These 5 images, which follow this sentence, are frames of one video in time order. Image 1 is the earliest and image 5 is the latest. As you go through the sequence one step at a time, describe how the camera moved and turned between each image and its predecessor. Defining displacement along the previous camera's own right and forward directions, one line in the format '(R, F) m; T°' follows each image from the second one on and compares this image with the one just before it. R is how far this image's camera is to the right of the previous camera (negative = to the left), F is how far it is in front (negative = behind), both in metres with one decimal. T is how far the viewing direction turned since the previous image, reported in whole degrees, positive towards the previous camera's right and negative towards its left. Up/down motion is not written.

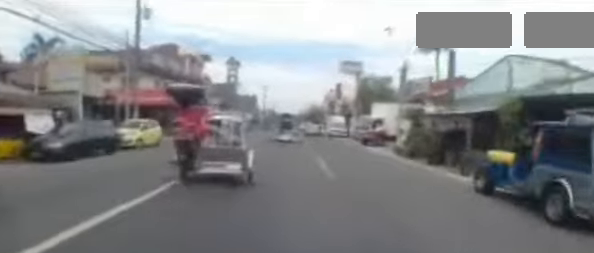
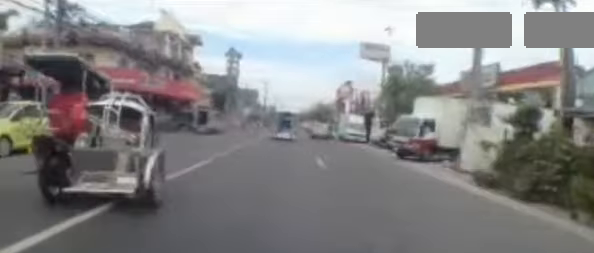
(0.0, +8.2) m; 0°
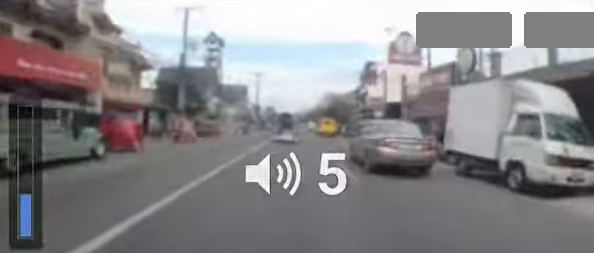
(+0.7, +21.0) m; +3°
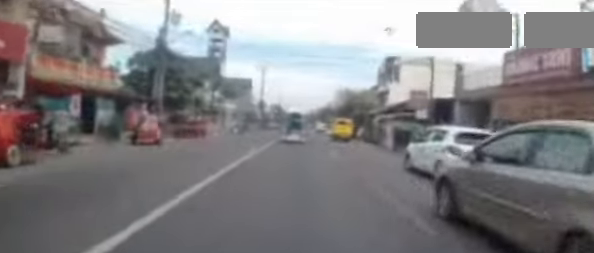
(-0.1, +6.6) m; -2°
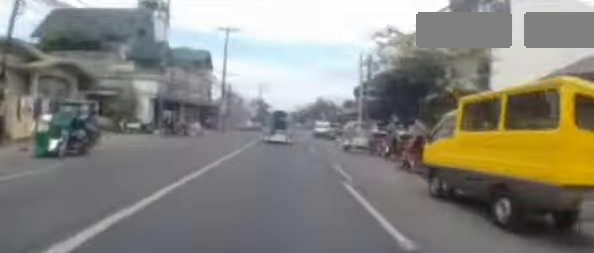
(-0.7, +24.3) m; +2°
